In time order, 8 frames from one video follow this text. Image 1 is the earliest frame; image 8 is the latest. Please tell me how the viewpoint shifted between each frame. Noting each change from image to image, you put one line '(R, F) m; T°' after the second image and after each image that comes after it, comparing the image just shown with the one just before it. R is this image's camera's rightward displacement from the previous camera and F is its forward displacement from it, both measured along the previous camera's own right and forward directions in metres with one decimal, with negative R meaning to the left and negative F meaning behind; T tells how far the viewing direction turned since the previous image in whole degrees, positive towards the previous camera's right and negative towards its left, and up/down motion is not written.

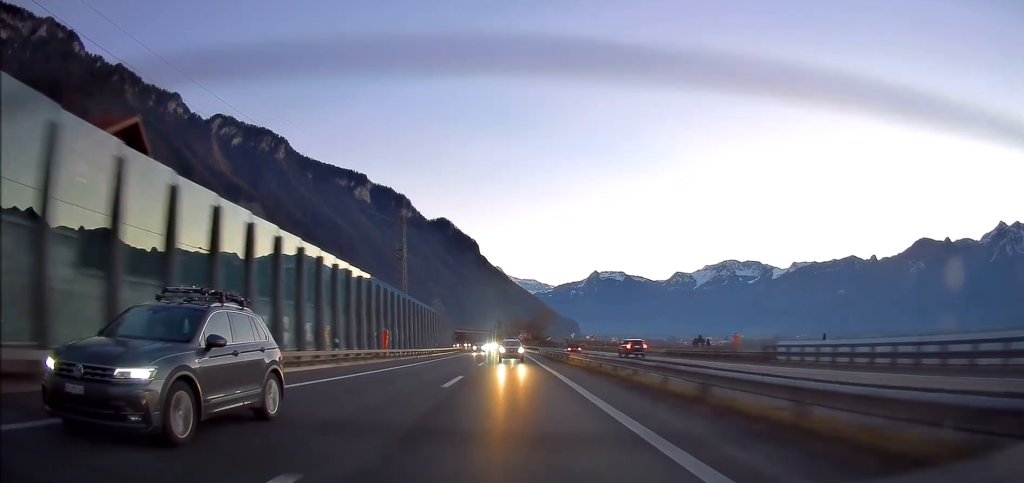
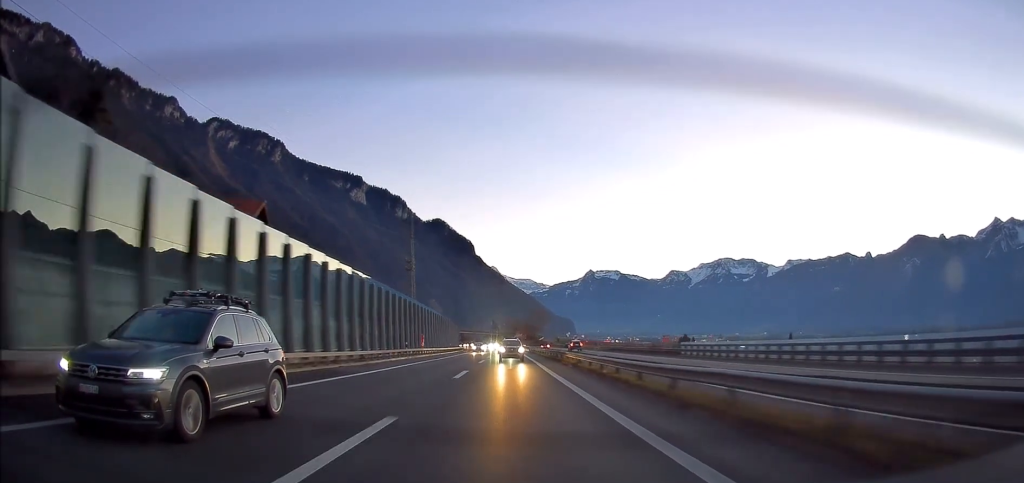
(+0.1, +23.0) m; 0°
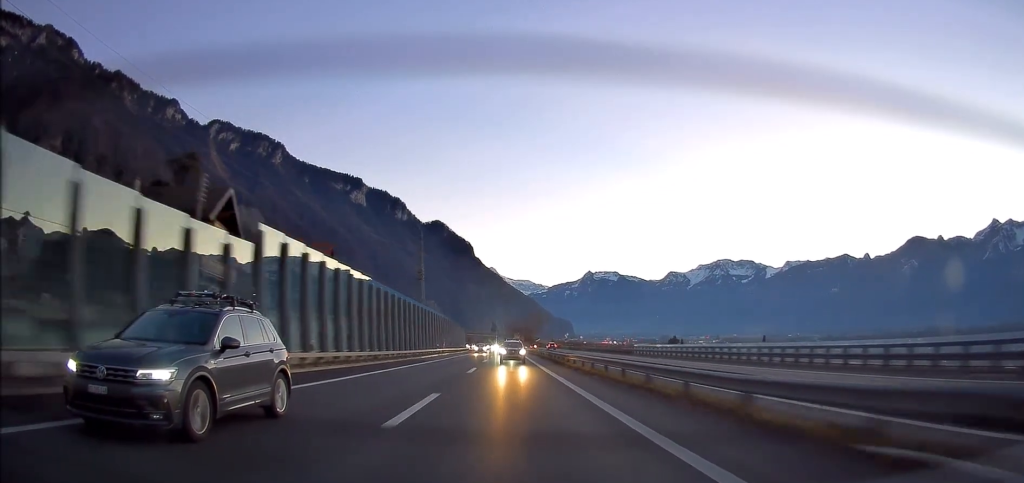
(+0.1, +23.8) m; 0°
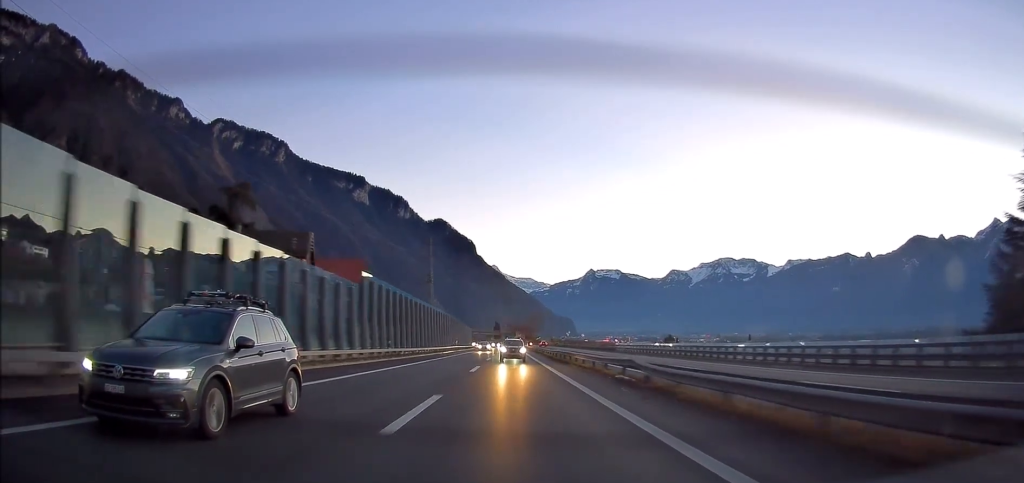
(+0.1, +17.6) m; 0°
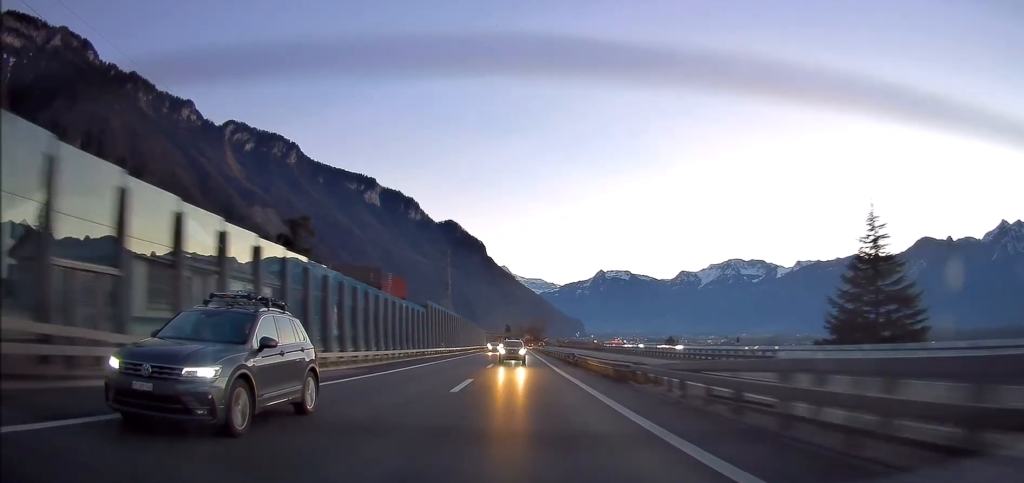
(0.0, +26.1) m; -1°
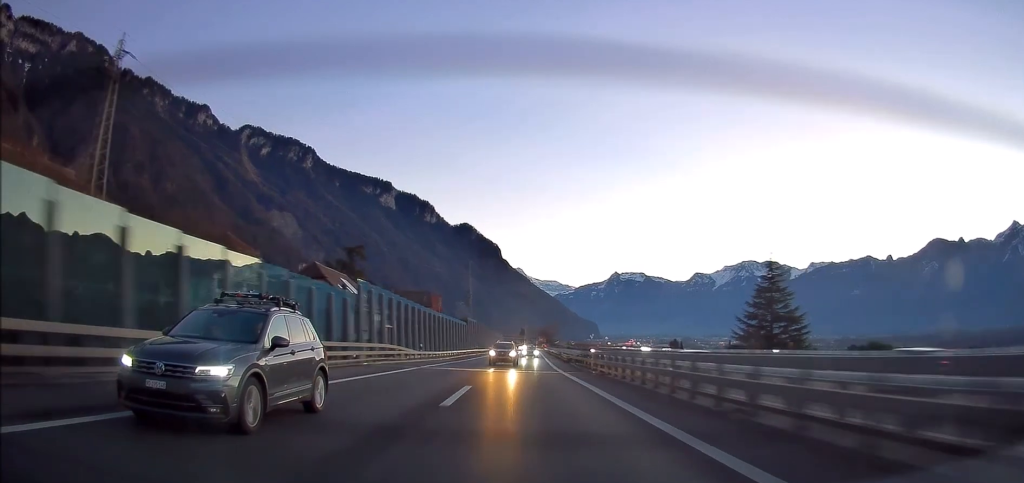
(-0.3, +32.4) m; -1°
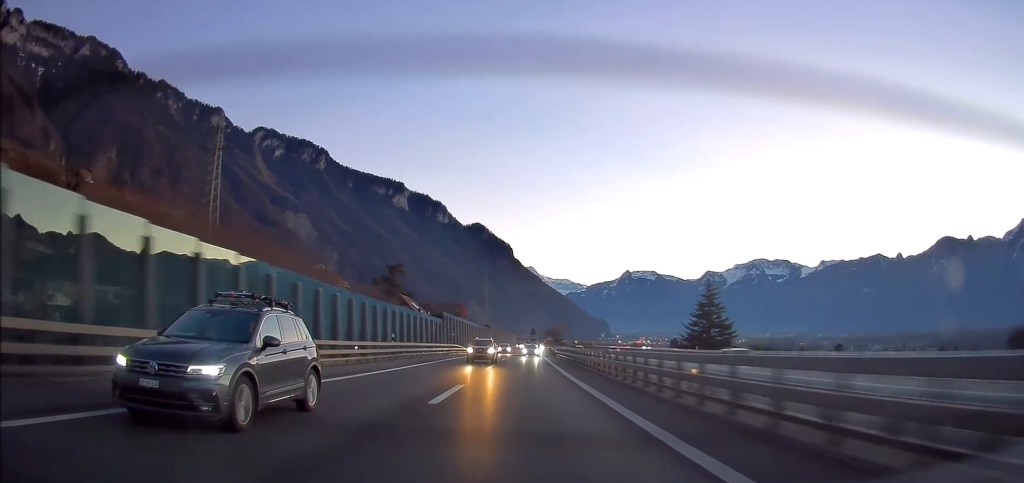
(-0.5, +37.0) m; -1°
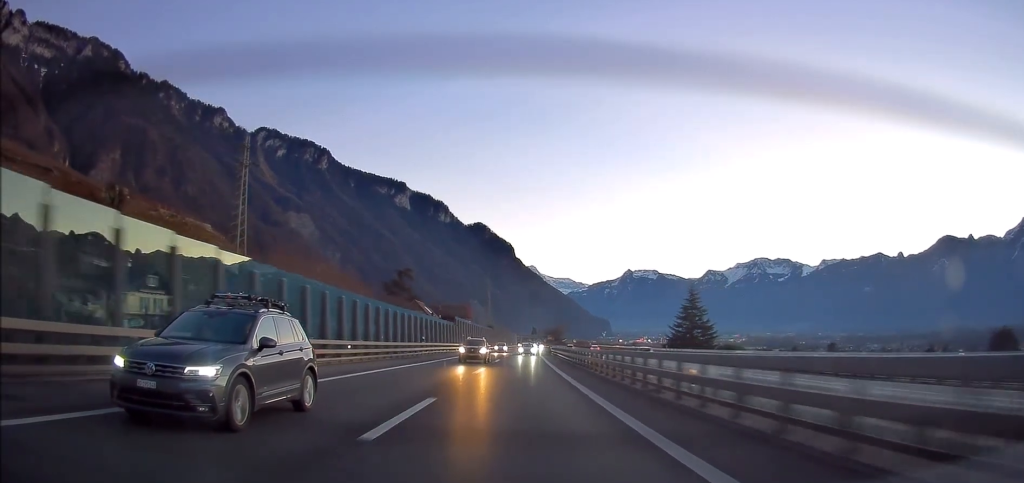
(-0.1, +13.6) m; 0°
